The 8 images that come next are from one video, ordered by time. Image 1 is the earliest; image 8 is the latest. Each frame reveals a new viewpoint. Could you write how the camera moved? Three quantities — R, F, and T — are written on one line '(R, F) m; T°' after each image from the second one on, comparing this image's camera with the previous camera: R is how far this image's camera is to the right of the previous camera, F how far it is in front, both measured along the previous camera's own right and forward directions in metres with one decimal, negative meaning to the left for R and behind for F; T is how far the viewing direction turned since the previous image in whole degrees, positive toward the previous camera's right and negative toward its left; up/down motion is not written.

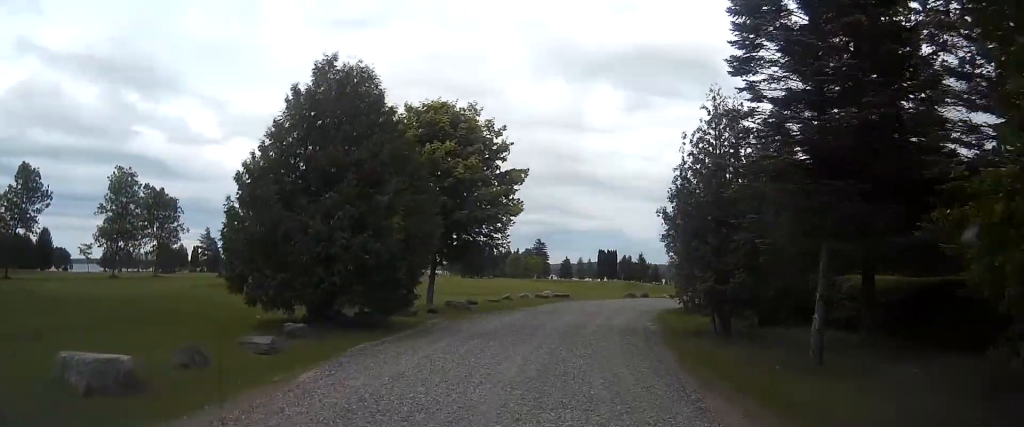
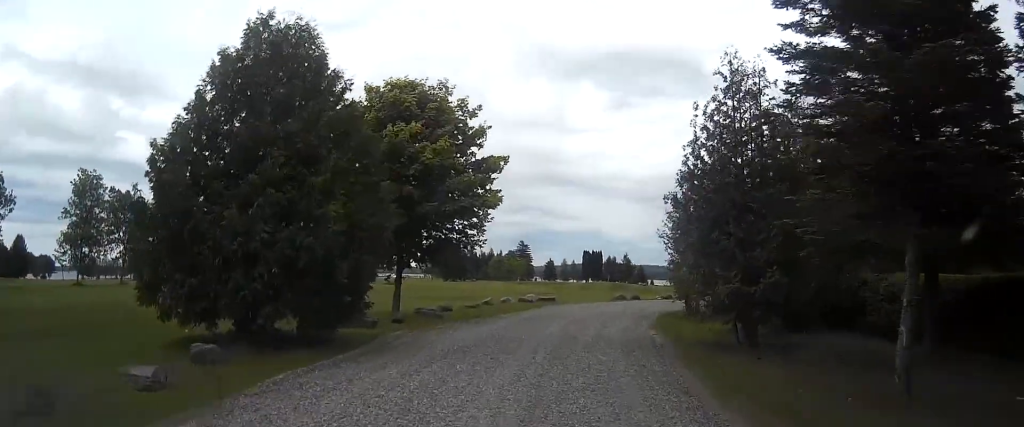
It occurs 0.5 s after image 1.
(0.0, +3.6) m; +1°
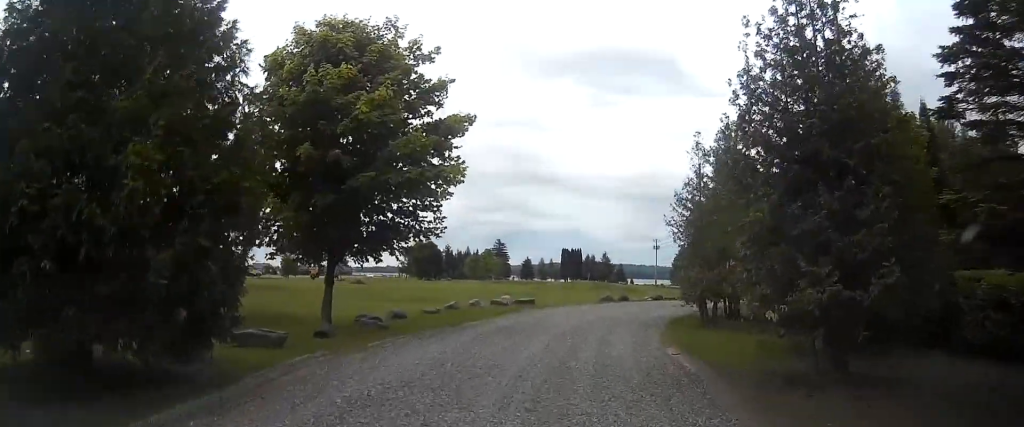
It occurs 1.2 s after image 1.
(+0.1, +5.8) m; +2°
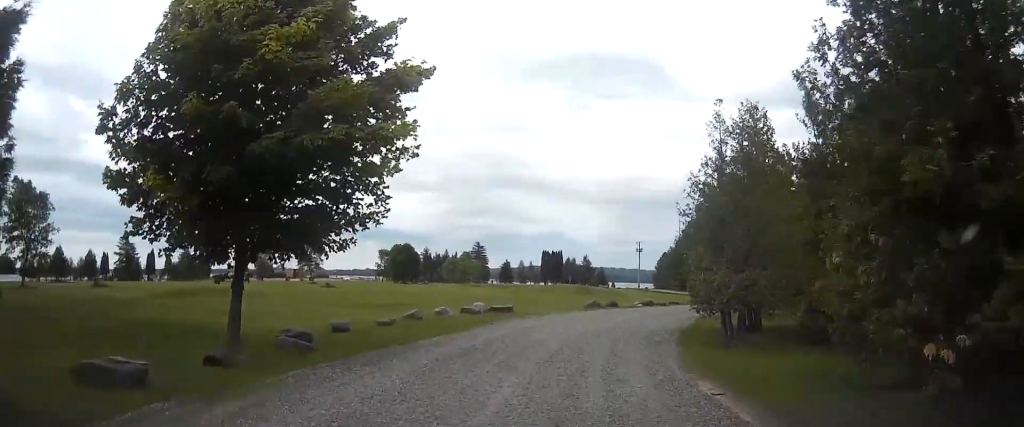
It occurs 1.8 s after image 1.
(+0.1, +4.8) m; +1°
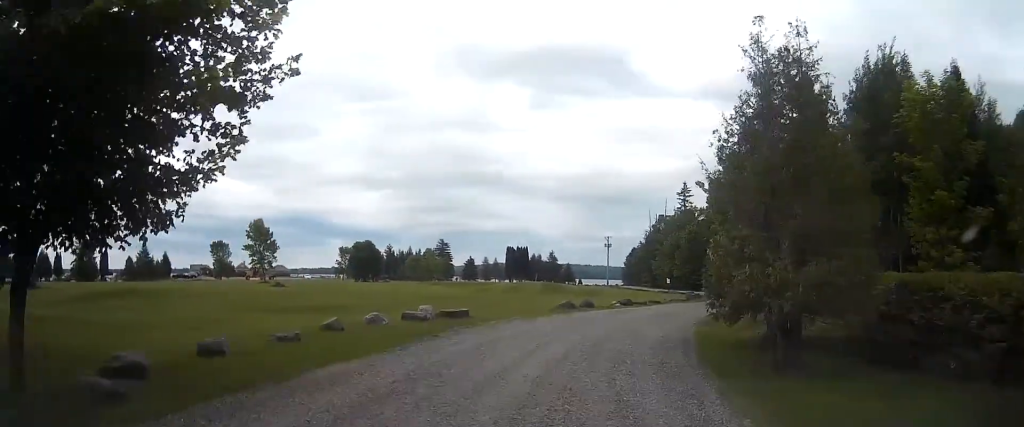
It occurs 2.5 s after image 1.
(+0.1, +5.6) m; +1°
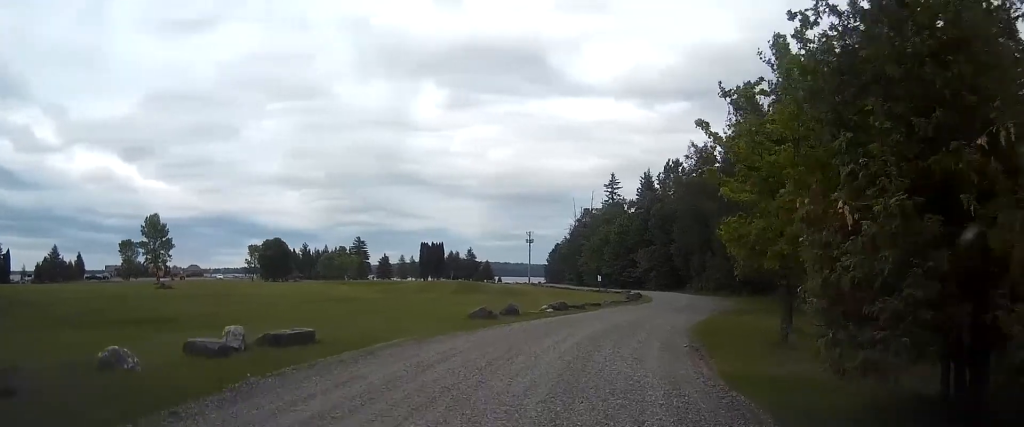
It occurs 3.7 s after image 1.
(+0.2, +10.0) m; +5°
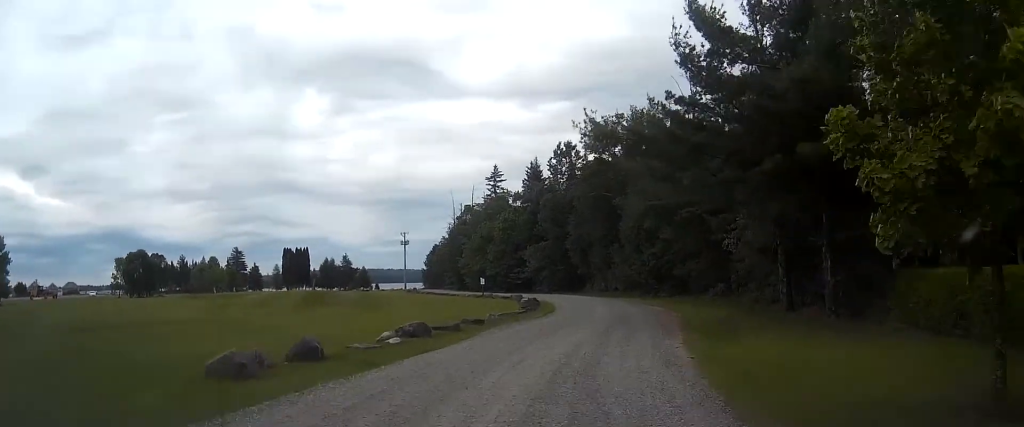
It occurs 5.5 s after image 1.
(+1.1, +14.2) m; +10°
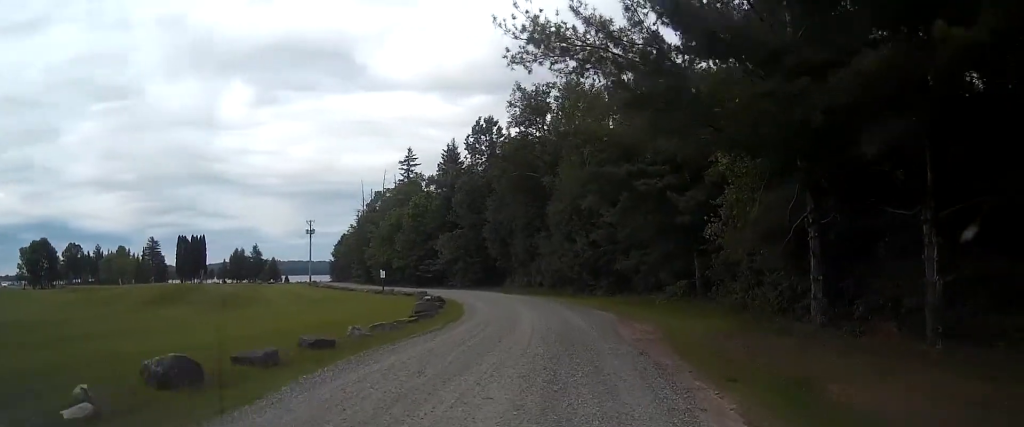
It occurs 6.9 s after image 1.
(+0.8, +11.0) m; +7°
